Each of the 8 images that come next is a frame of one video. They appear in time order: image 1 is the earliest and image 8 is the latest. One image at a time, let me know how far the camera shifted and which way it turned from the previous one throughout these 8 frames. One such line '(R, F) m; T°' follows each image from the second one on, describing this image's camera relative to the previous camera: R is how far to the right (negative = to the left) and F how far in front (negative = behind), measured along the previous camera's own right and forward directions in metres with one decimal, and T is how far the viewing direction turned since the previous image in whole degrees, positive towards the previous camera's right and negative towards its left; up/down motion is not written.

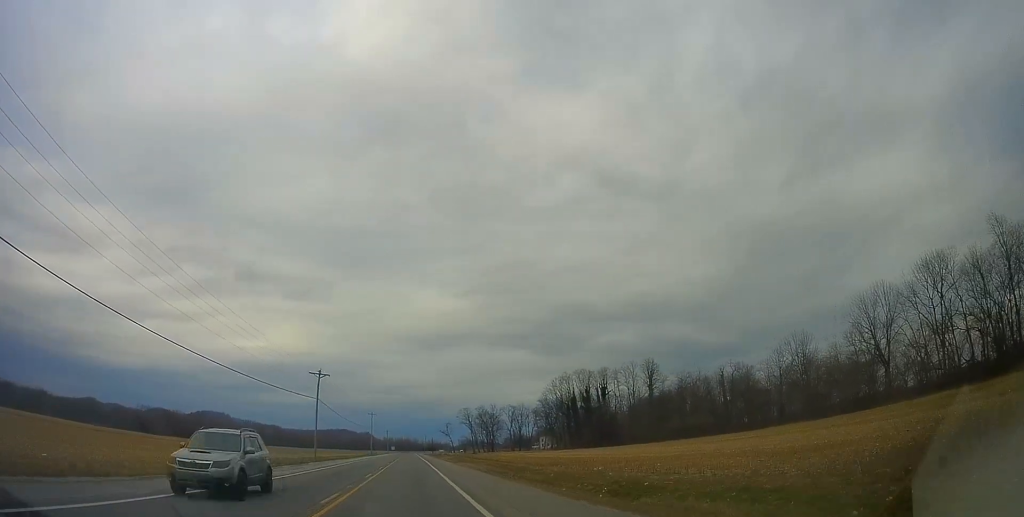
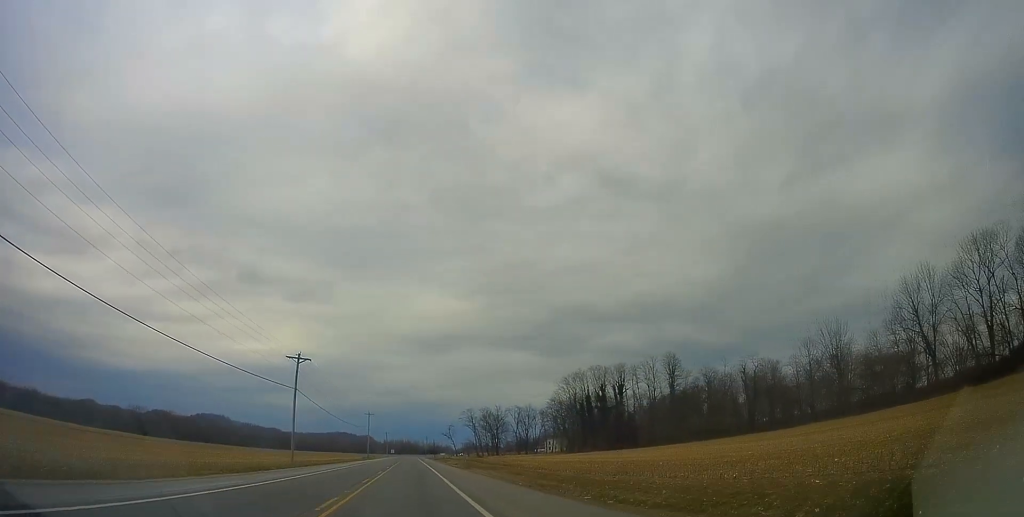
(0.0, +13.5) m; 0°
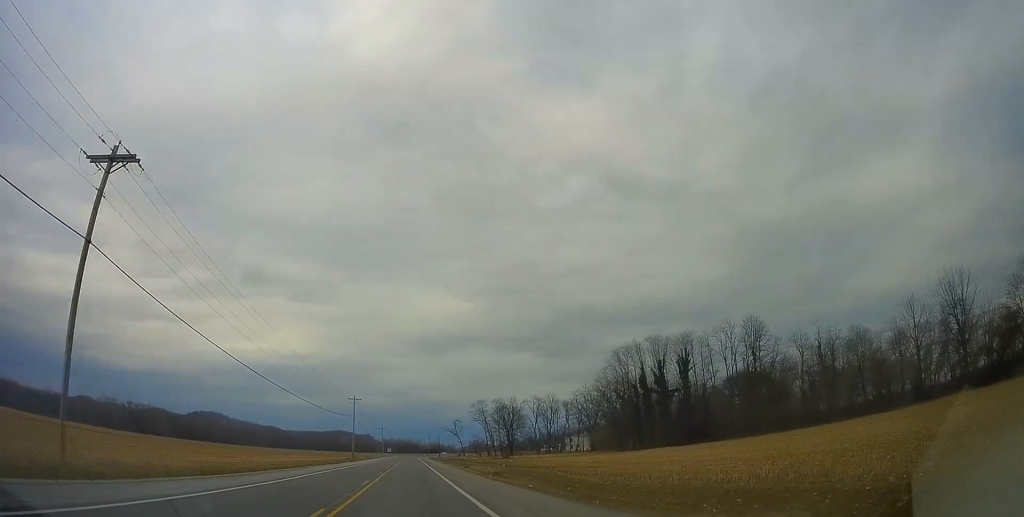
(0.0, +38.0) m; +1°
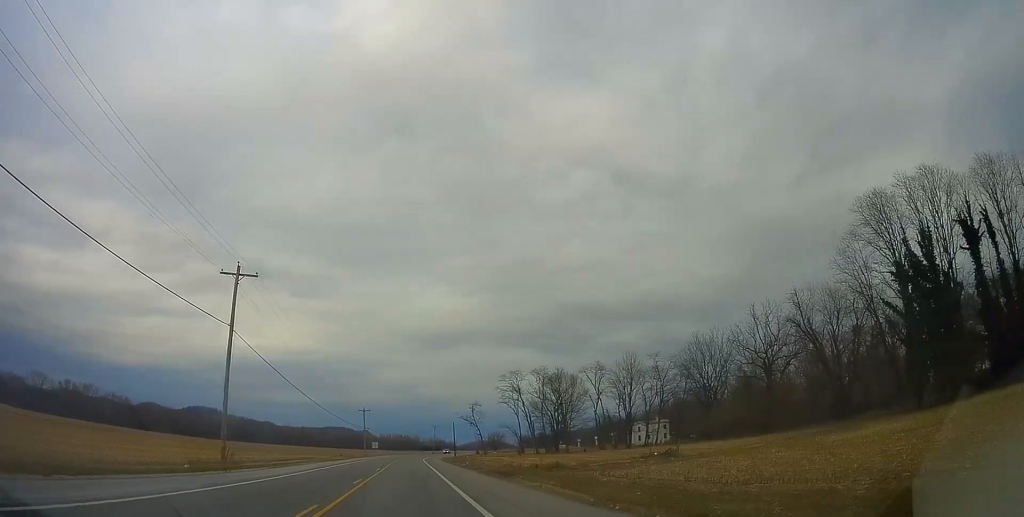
(-1.3, +73.9) m; -1°
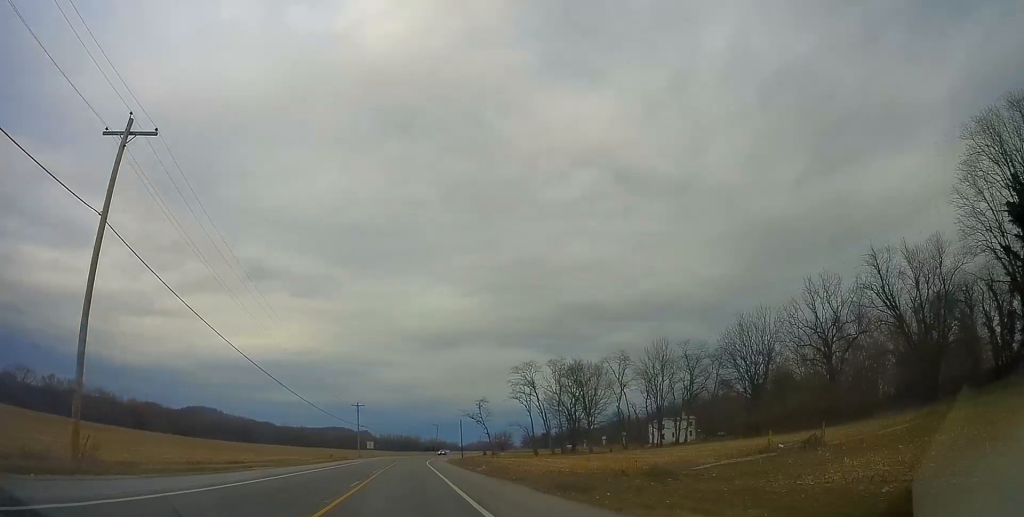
(+0.1, +16.1) m; +1°
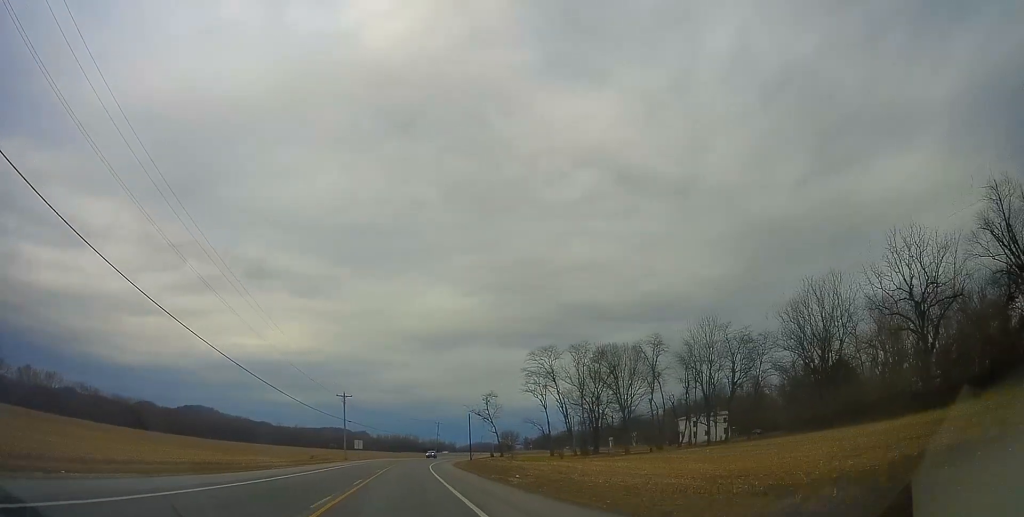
(+0.4, +19.6) m; 0°
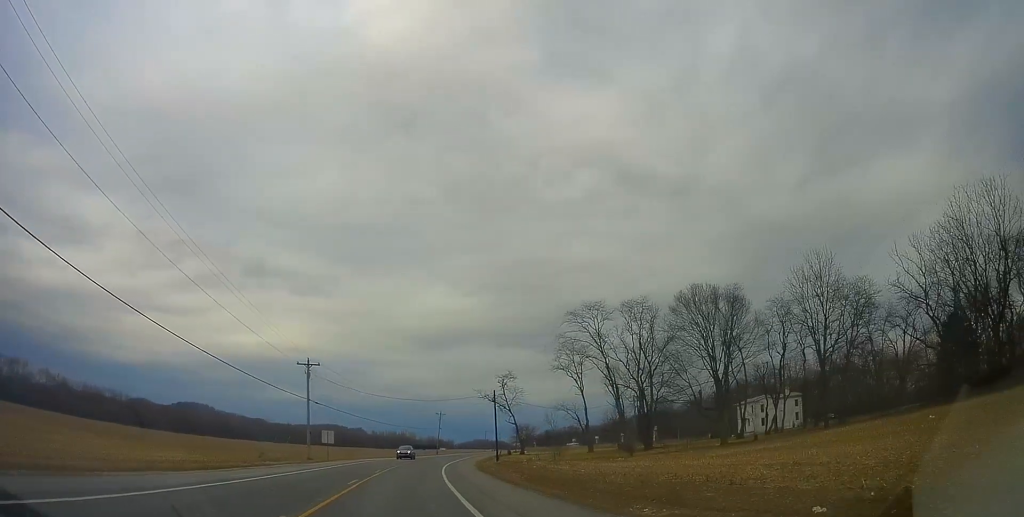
(-0.4, +30.1) m; 0°
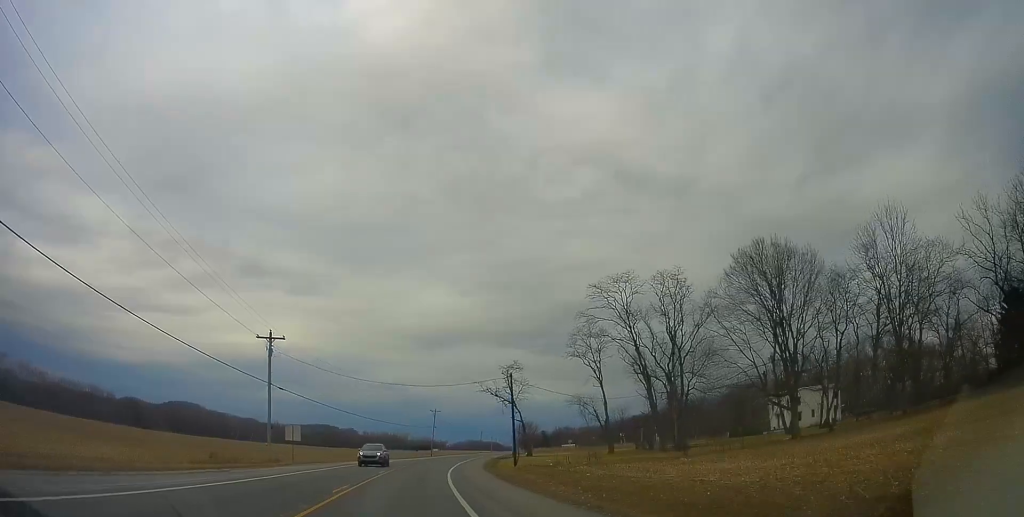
(-0.1, +14.2) m; +1°
